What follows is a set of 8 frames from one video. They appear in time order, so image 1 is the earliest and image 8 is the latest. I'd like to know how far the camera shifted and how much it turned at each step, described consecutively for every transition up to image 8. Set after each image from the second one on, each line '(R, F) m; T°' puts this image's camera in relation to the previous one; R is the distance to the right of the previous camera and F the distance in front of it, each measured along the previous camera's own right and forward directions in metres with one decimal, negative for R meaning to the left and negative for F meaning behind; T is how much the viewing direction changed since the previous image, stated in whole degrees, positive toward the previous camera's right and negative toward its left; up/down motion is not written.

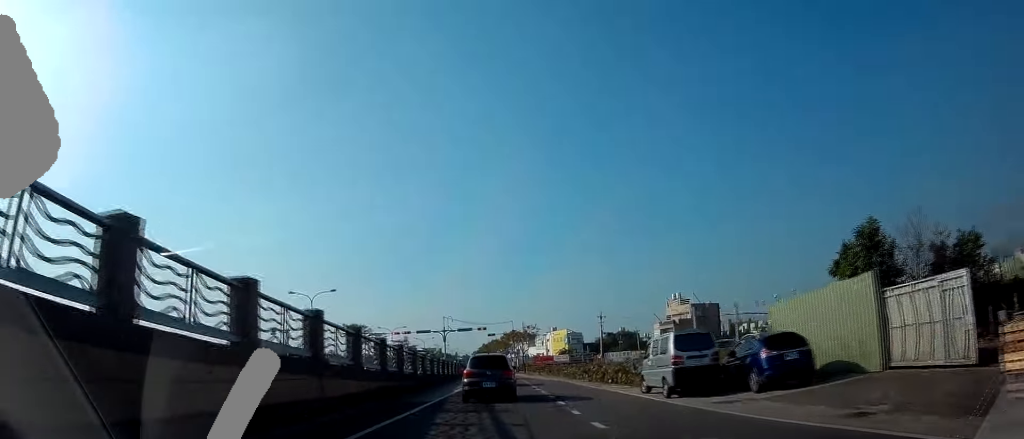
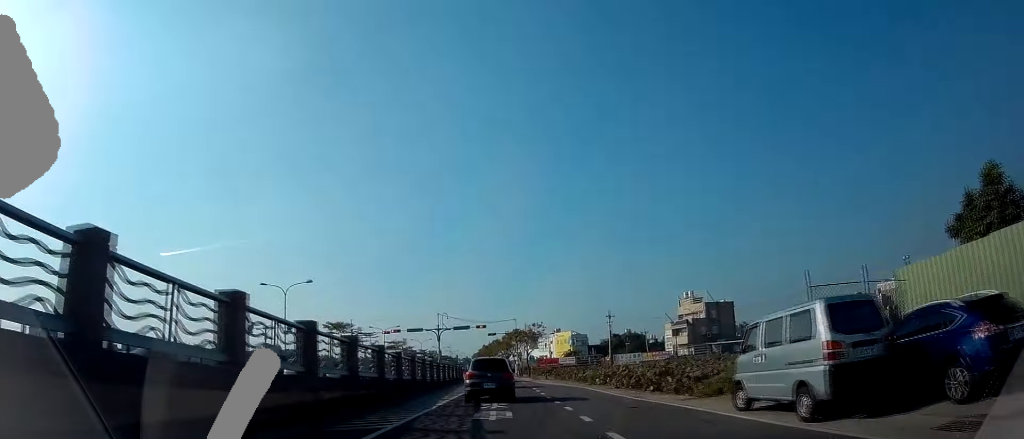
(+0.5, +6.8) m; +1°
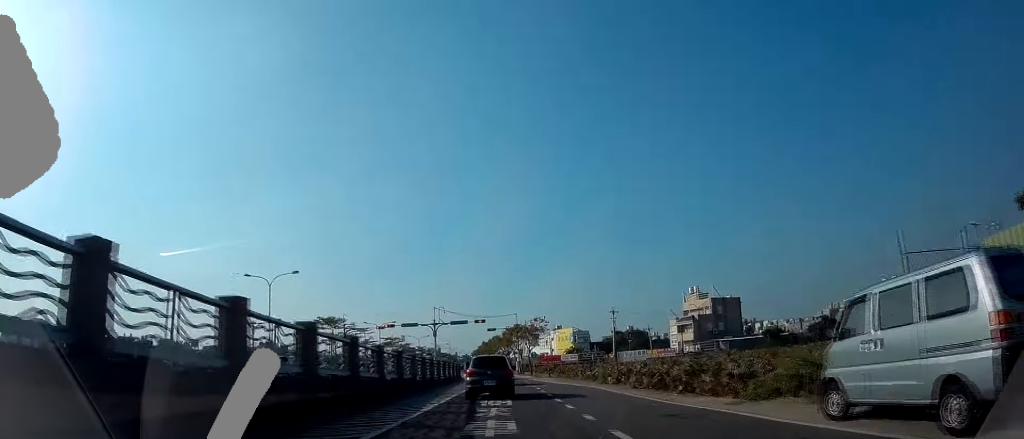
(+0.2, +3.1) m; 0°
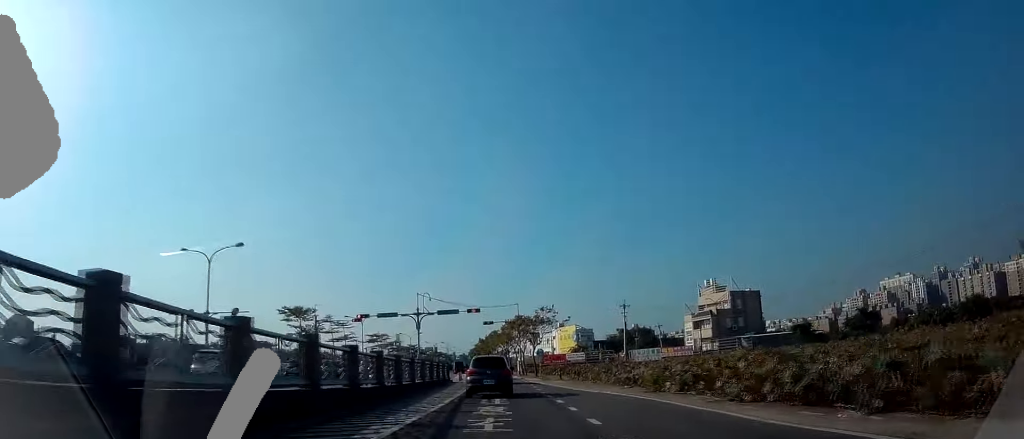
(-0.6, +9.4) m; -1°
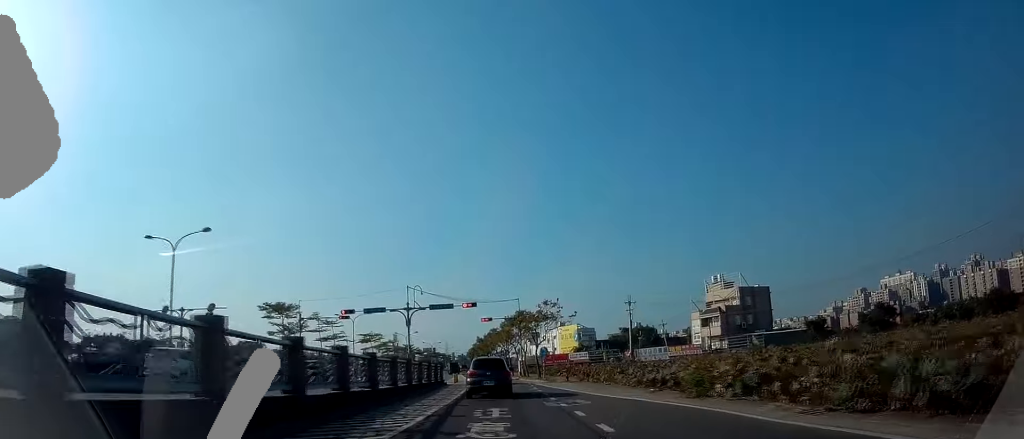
(+0.2, +4.3) m; +3°
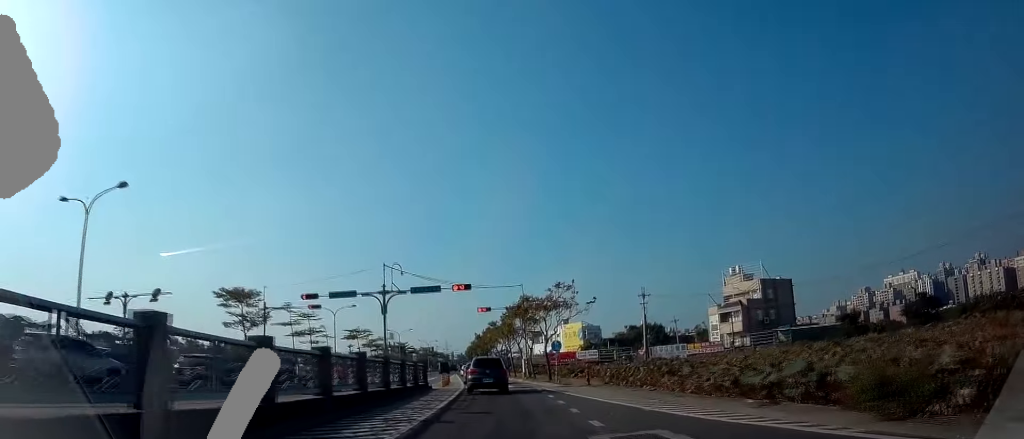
(+0.4, +8.3) m; +2°
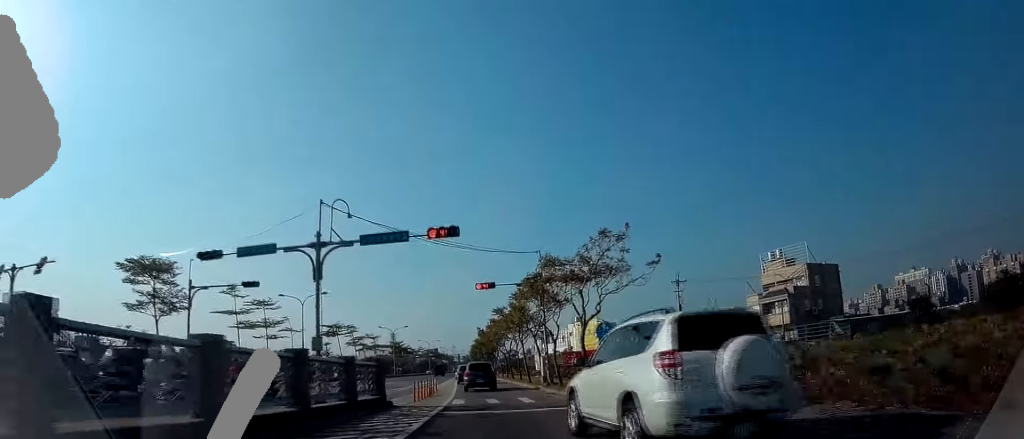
(-0.2, +12.5) m; -2°
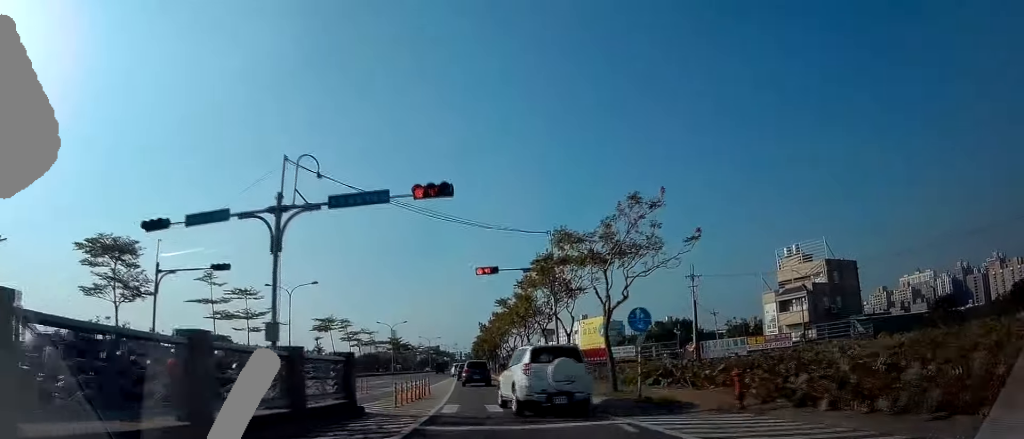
(-0.1, +4.4) m; 0°
